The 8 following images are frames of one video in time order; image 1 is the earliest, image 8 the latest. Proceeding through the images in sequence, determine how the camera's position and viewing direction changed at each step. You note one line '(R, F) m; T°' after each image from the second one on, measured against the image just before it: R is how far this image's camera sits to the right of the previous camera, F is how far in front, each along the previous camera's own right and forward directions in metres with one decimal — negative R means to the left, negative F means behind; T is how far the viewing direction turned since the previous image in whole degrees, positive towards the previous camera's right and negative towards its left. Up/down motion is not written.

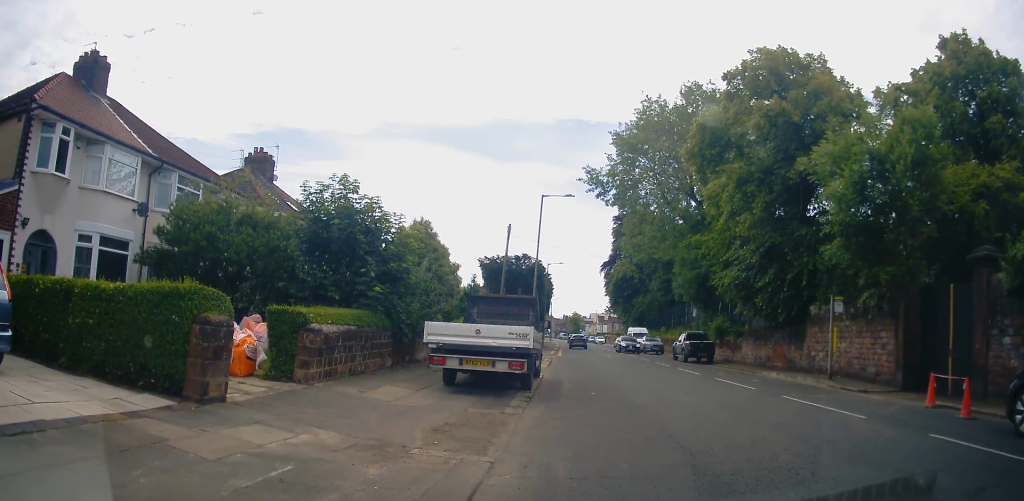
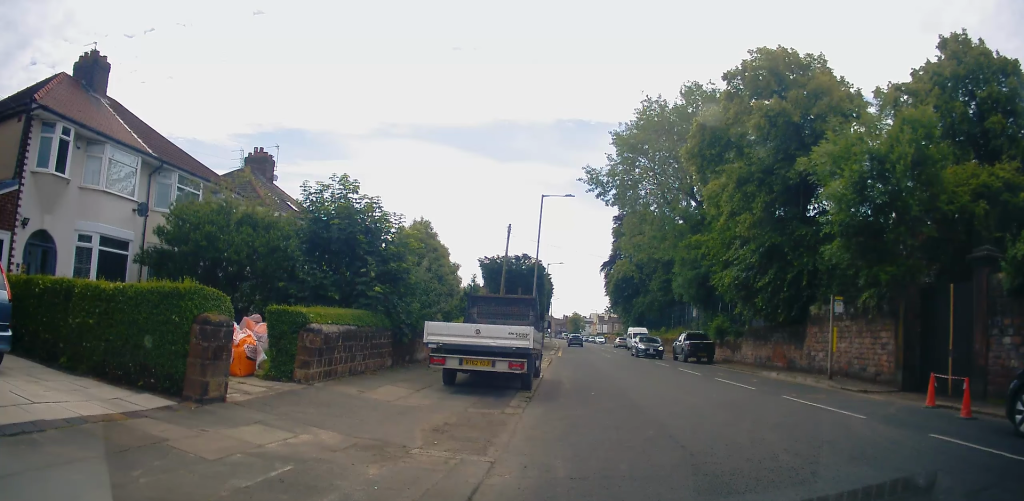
(0.0, 0.0) m; 0°
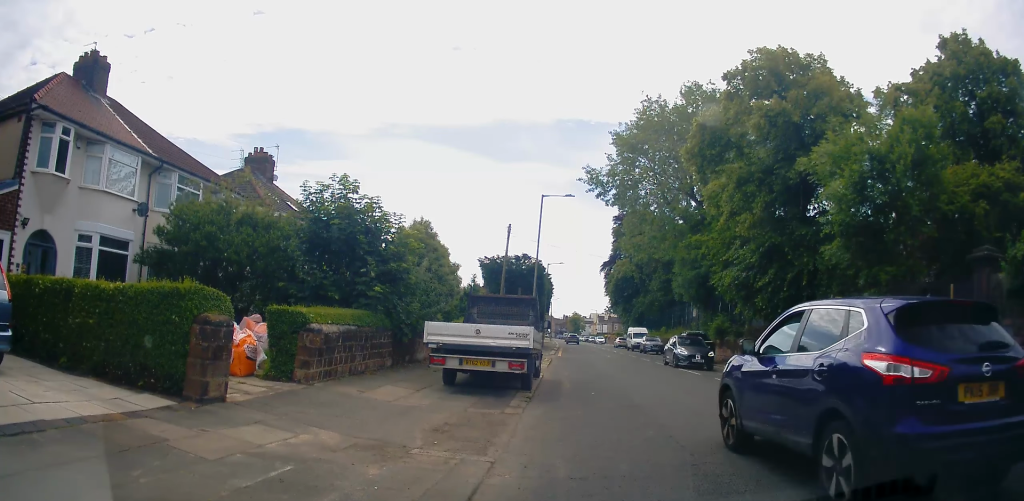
(0.0, 0.0) m; 0°
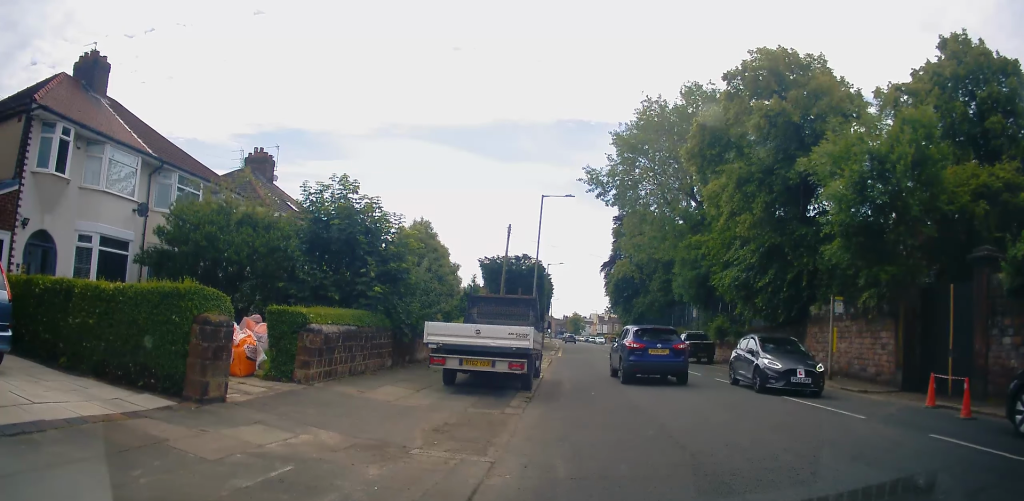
(0.0, 0.0) m; 0°
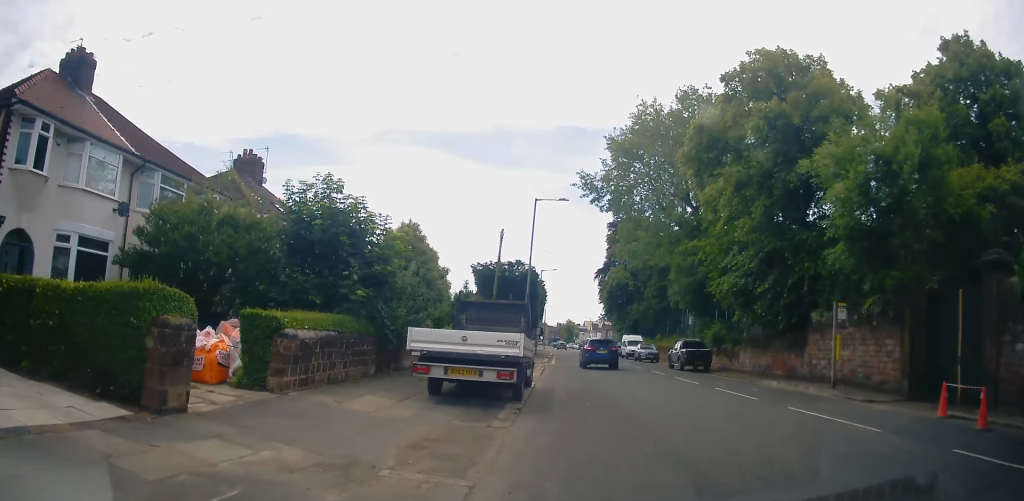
(+0.2, +0.3) m; 0°
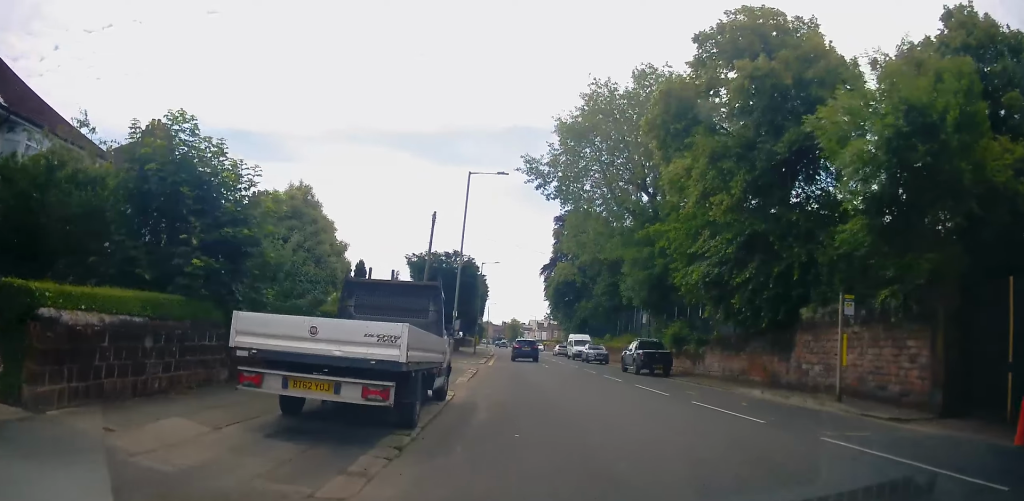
(-0.1, +3.2) m; +2°
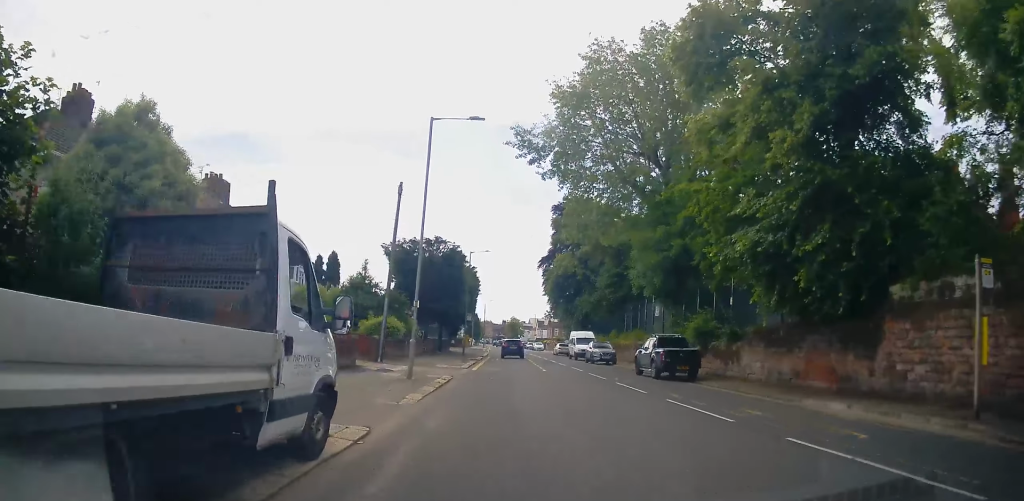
(+0.3, +5.5) m; +2°
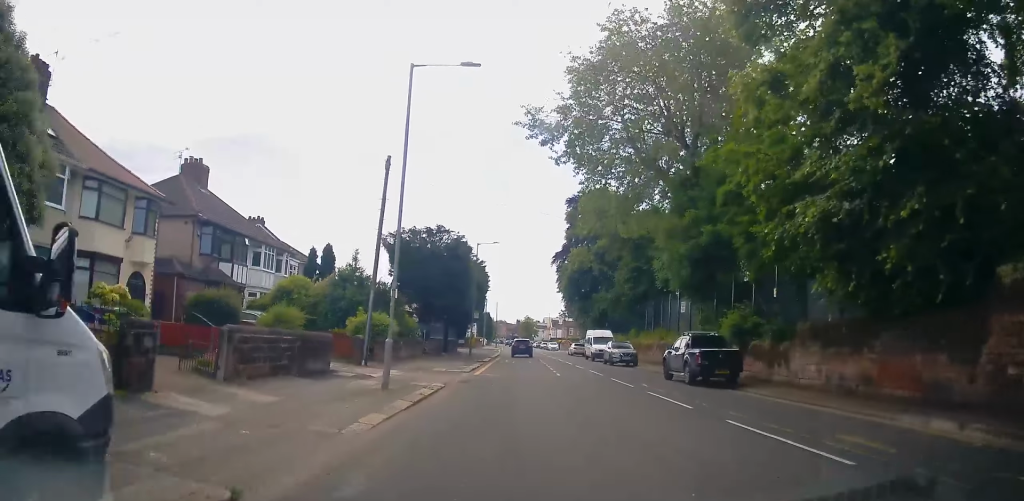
(+0.1, +3.6) m; -2°
